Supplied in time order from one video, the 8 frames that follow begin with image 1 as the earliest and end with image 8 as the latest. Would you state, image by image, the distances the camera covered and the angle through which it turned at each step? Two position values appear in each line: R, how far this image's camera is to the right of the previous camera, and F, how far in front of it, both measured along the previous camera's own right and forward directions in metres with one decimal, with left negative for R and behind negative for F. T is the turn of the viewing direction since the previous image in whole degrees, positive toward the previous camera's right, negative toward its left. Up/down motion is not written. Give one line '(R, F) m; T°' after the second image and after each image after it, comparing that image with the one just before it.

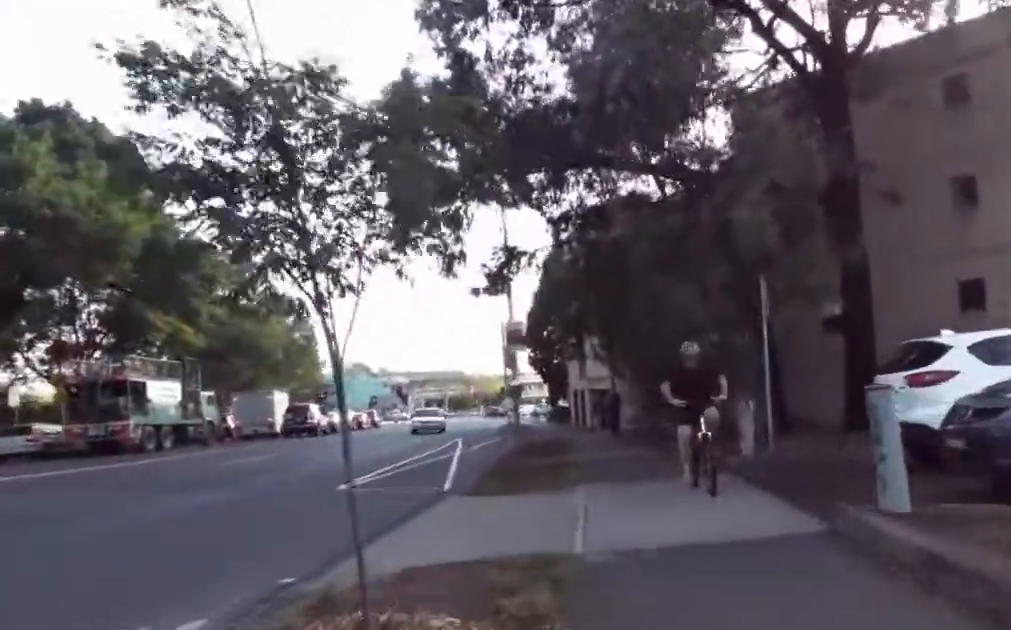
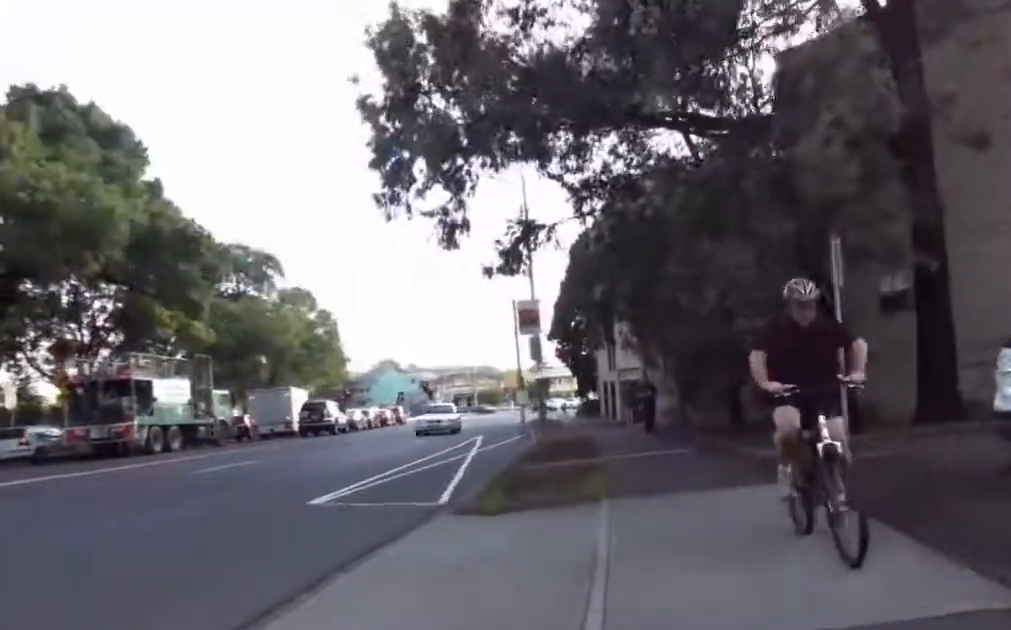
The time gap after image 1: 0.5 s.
(+0.1, +2.6) m; -4°
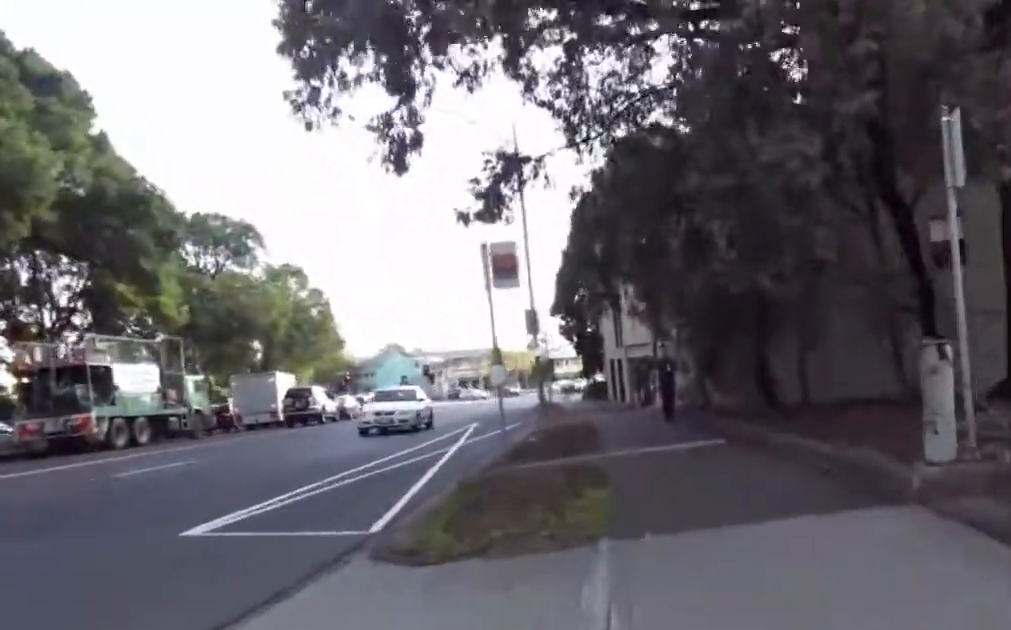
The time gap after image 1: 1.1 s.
(0.0, +3.2) m; -6°
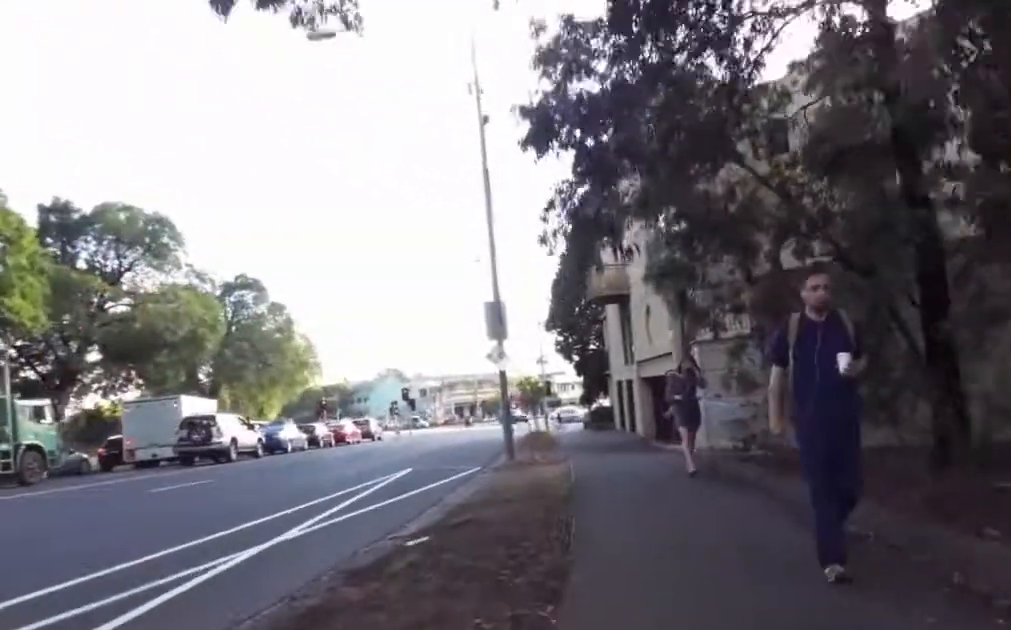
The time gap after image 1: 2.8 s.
(-1.4, +10.0) m; +1°
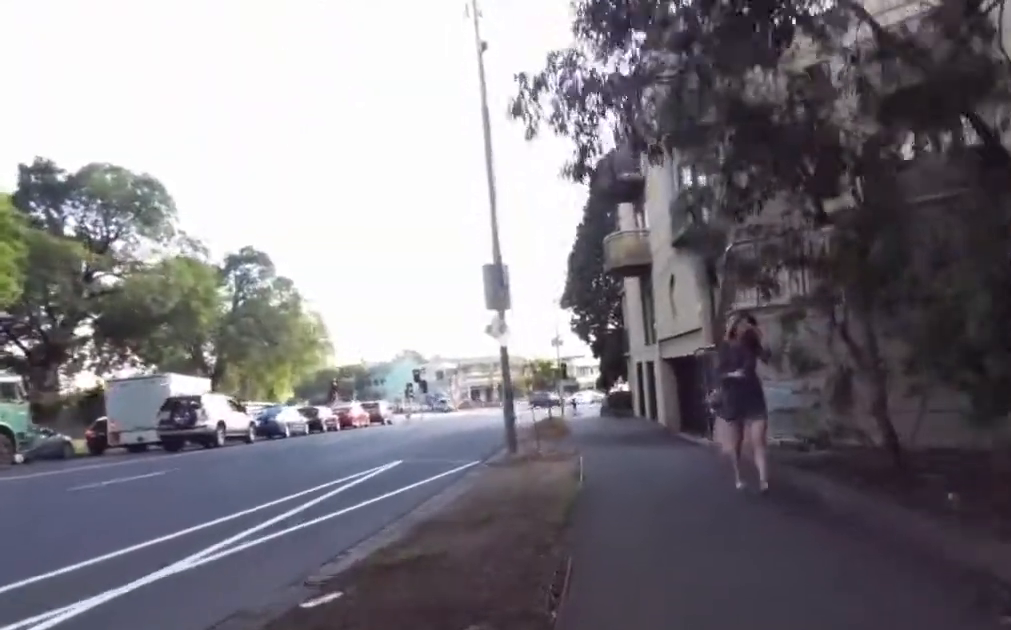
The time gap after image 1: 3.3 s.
(+0.4, +2.8) m; +4°
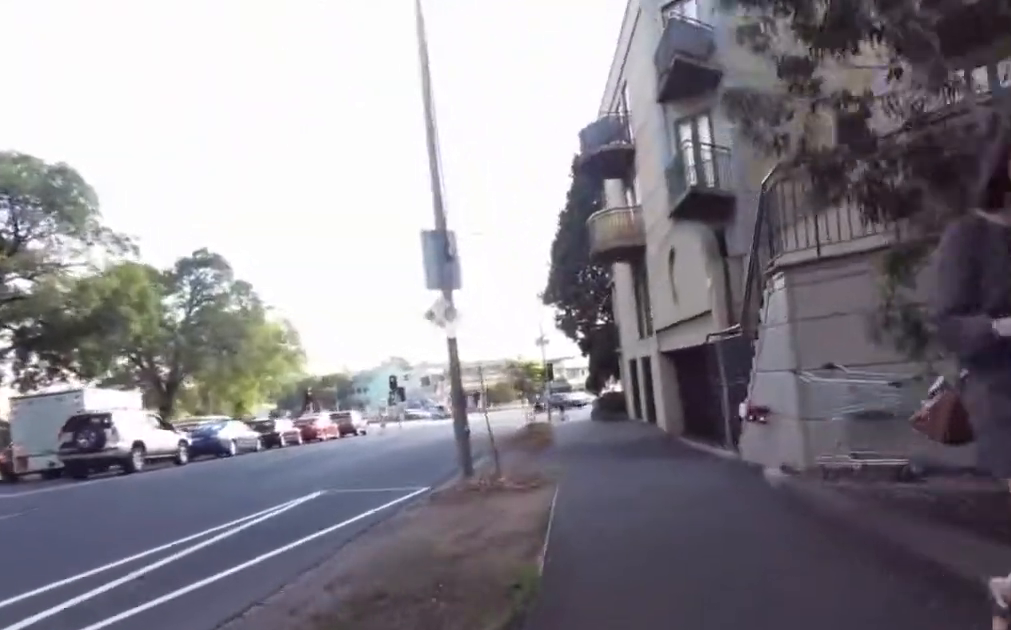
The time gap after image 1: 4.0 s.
(+0.4, +4.2) m; +3°
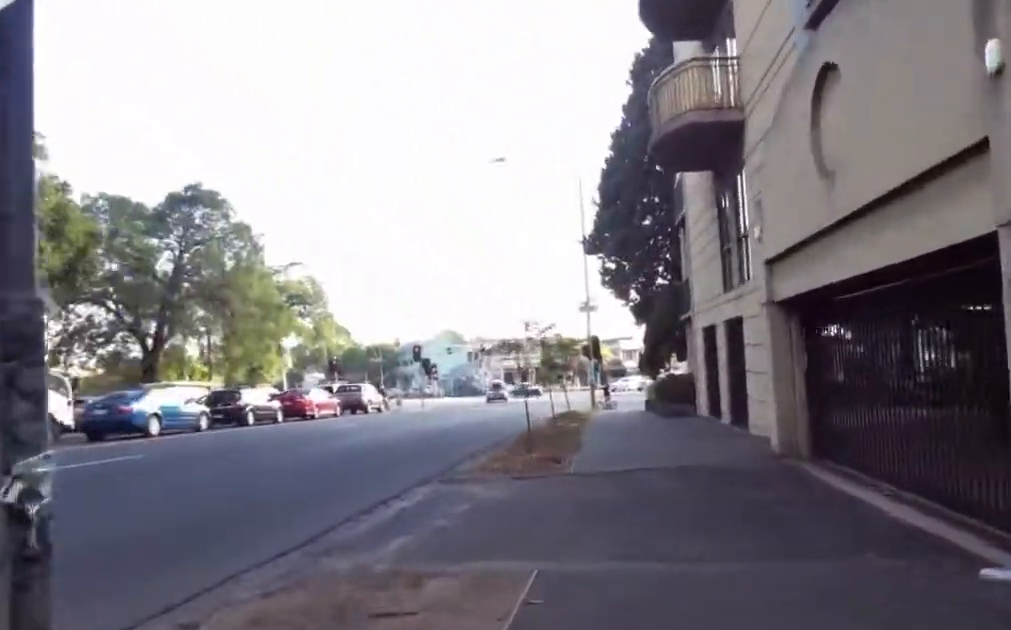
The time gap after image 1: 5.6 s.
(-2.1, +9.0) m; -17°
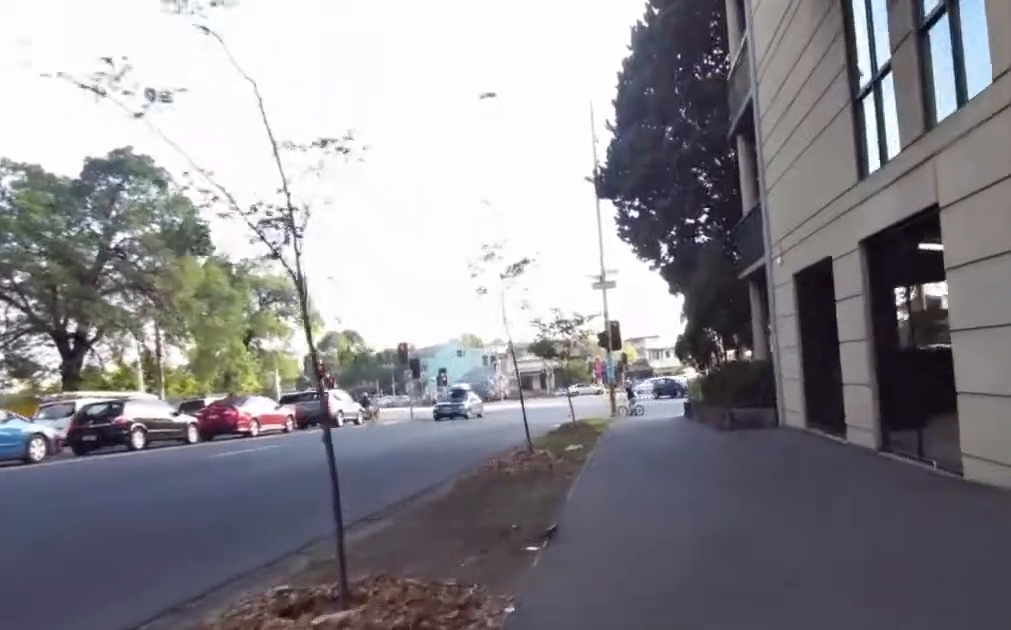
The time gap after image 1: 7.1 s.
(+1.2, +7.7) m; +9°
